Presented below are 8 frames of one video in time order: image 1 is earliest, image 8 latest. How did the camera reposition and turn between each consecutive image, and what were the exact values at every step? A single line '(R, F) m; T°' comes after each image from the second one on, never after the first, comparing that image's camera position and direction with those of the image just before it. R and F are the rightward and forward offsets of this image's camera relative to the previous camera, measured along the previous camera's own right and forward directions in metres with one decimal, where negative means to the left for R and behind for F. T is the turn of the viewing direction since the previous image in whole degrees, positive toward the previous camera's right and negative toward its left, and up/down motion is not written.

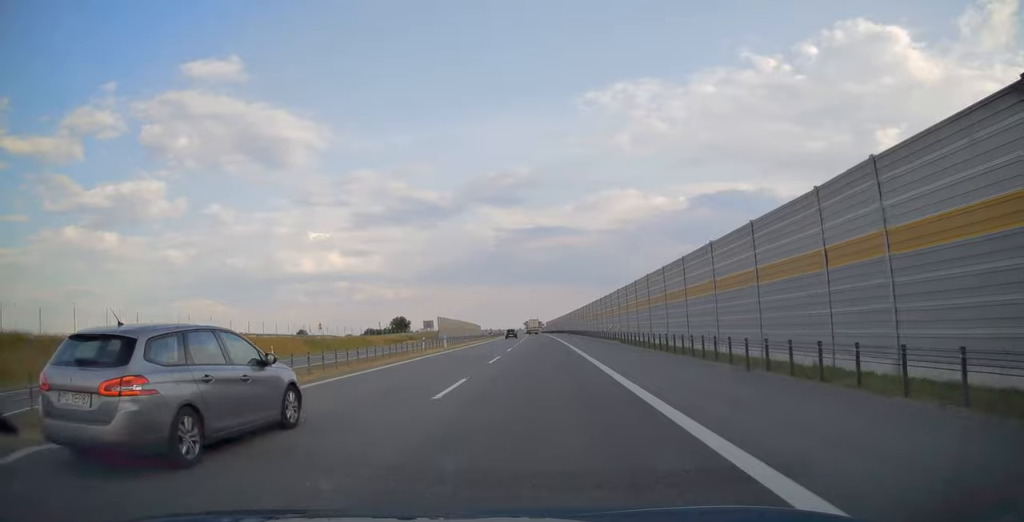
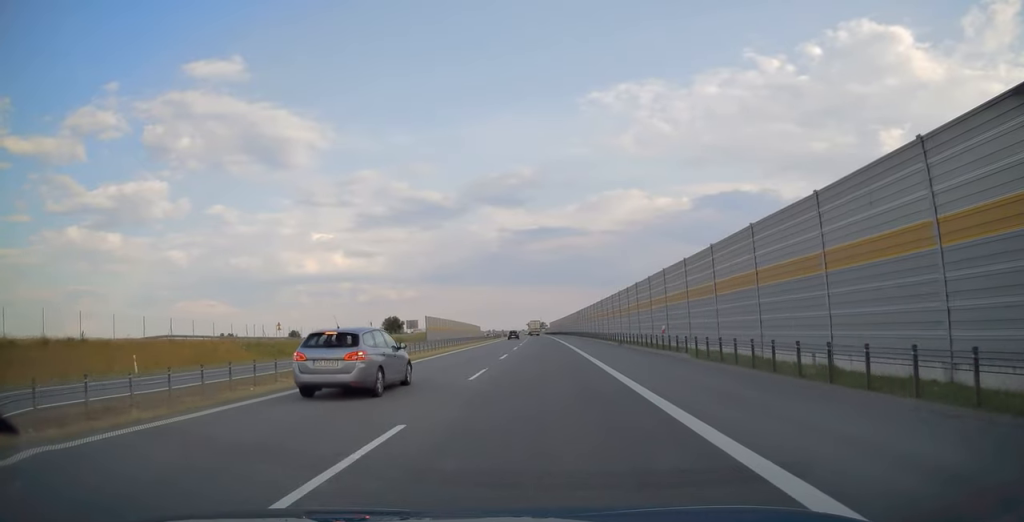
(0.0, +19.6) m; 0°
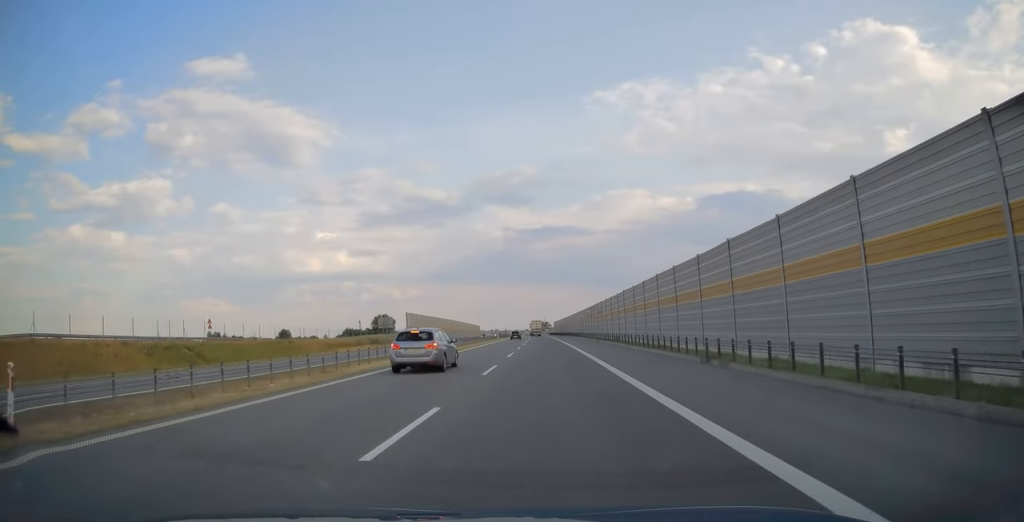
(+0.1, +21.8) m; 0°
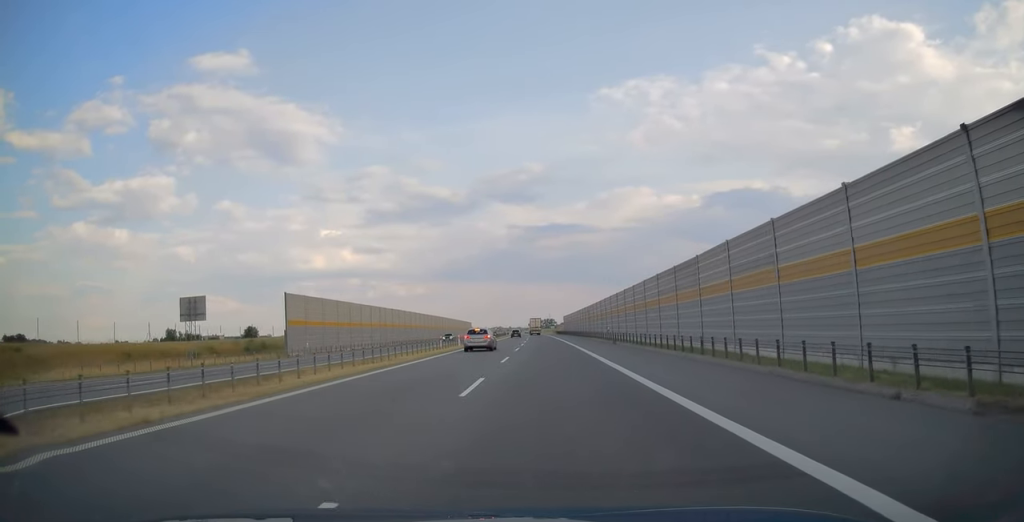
(-0.6, +53.9) m; -1°
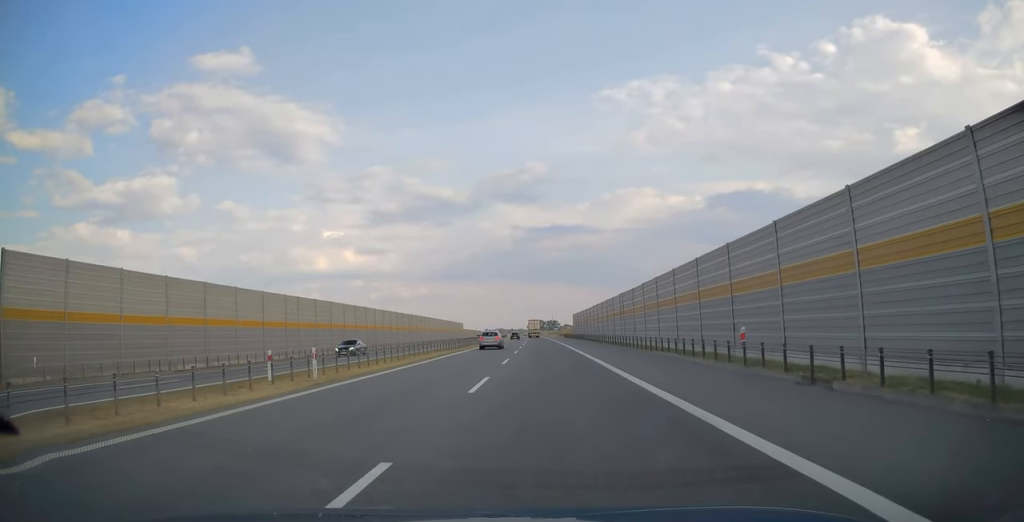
(0.0, +34.9) m; 0°
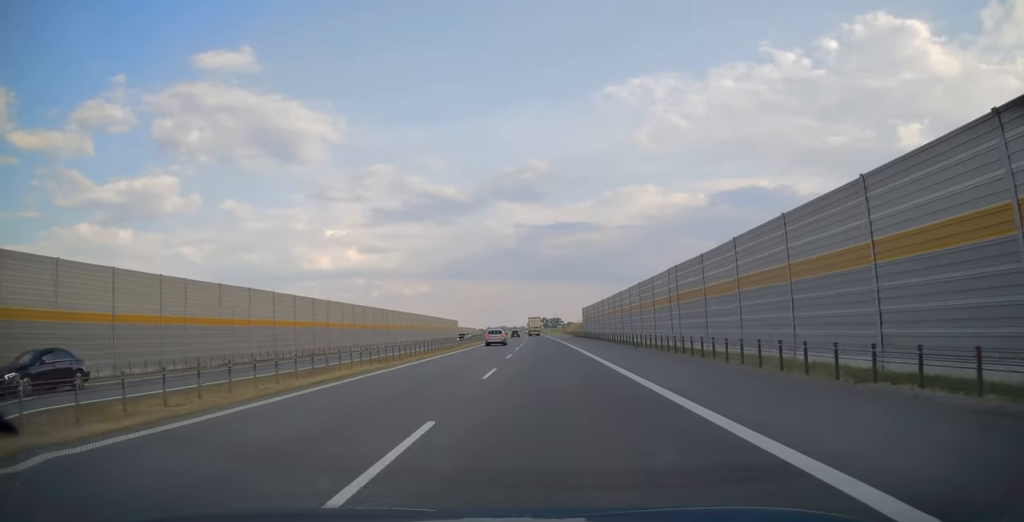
(0.0, +20.8) m; 0°
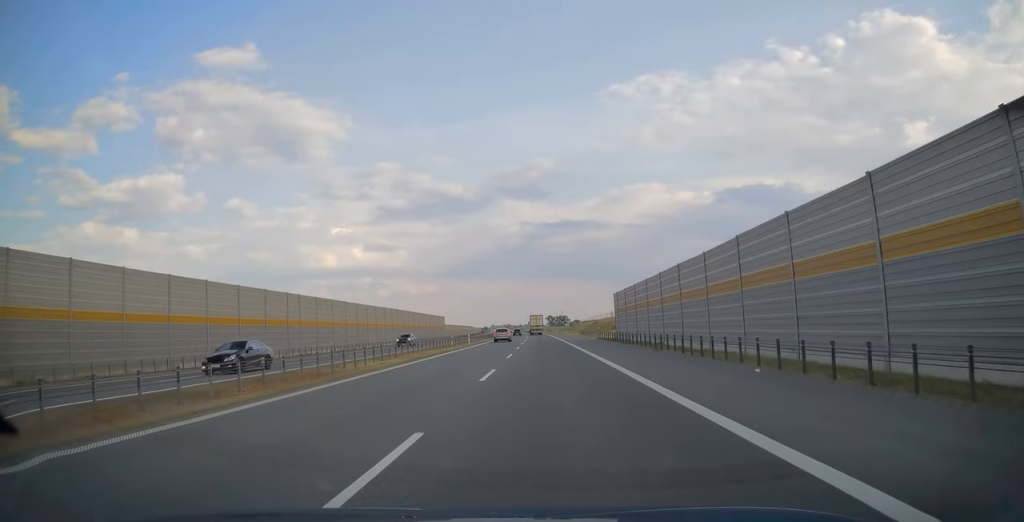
(-0.2, +37.1) m; -1°
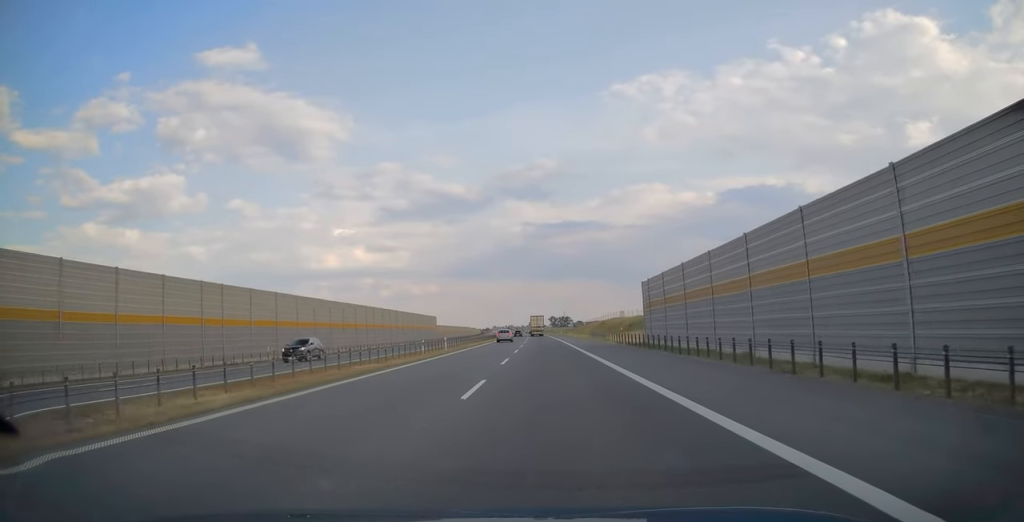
(0.0, +15.9) m; 0°
